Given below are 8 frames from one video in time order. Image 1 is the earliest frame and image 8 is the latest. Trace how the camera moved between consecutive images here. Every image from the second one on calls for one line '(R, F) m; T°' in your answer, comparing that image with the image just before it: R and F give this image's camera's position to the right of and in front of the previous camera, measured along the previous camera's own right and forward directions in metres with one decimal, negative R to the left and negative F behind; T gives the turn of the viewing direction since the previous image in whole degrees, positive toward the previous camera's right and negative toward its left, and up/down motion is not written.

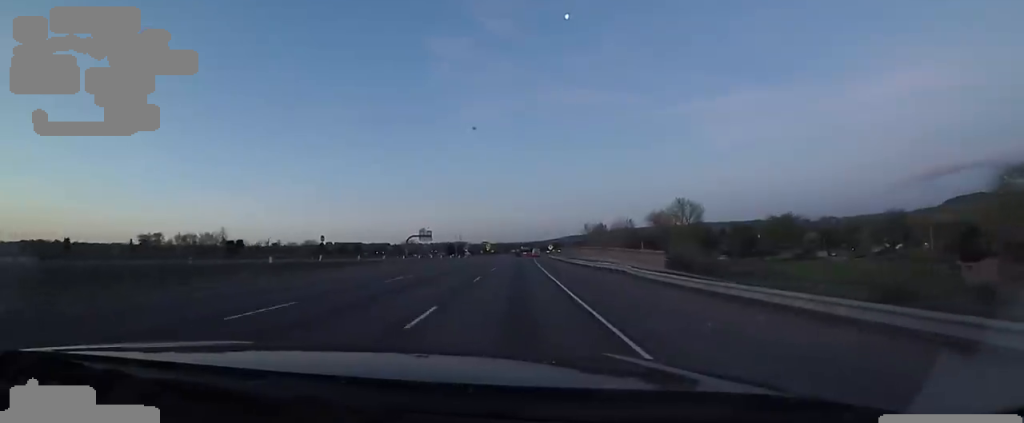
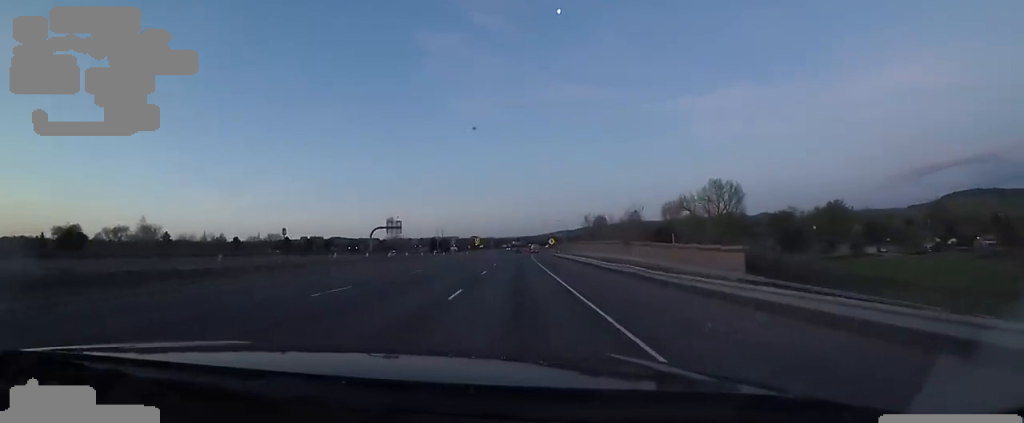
(+0.7, +33.2) m; +2°
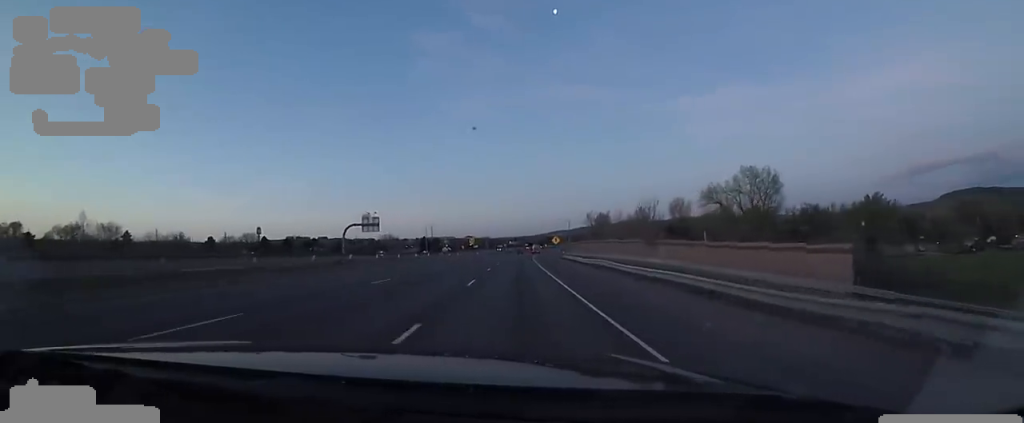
(+0.2, +19.4) m; +1°
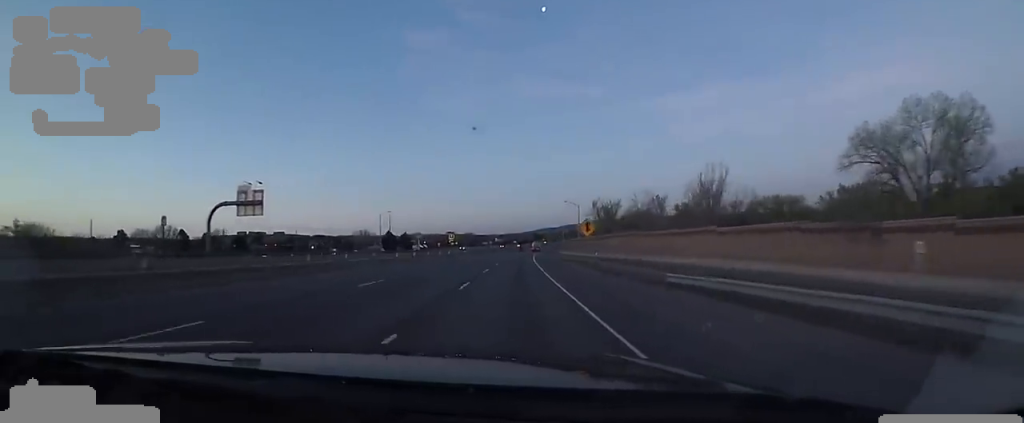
(+0.3, +50.2) m; 0°
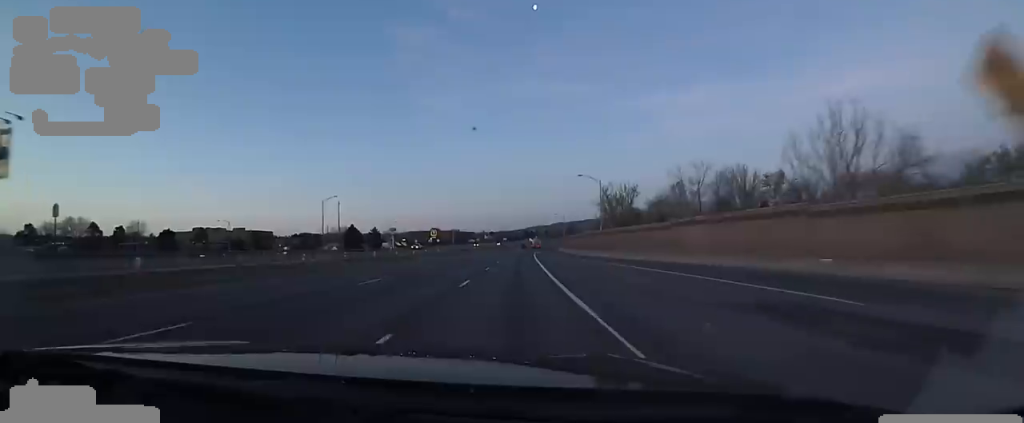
(-0.2, +37.3) m; 0°
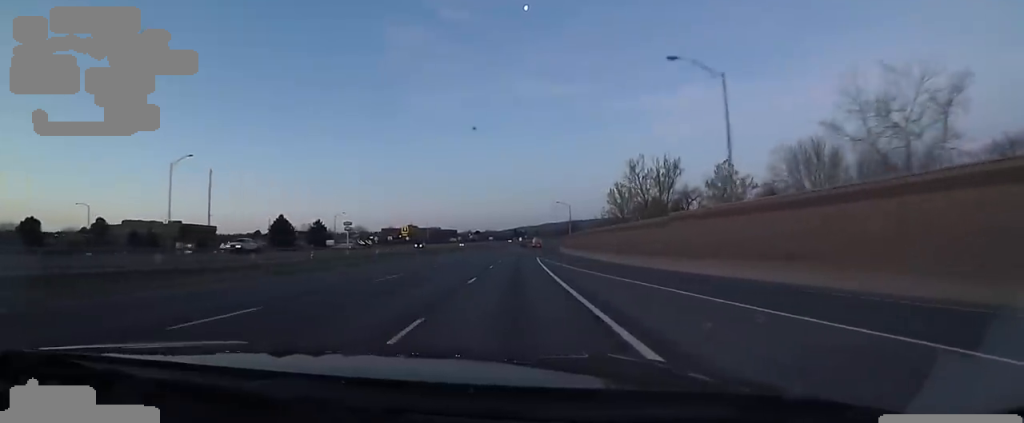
(+1.3, +46.9) m; +3°
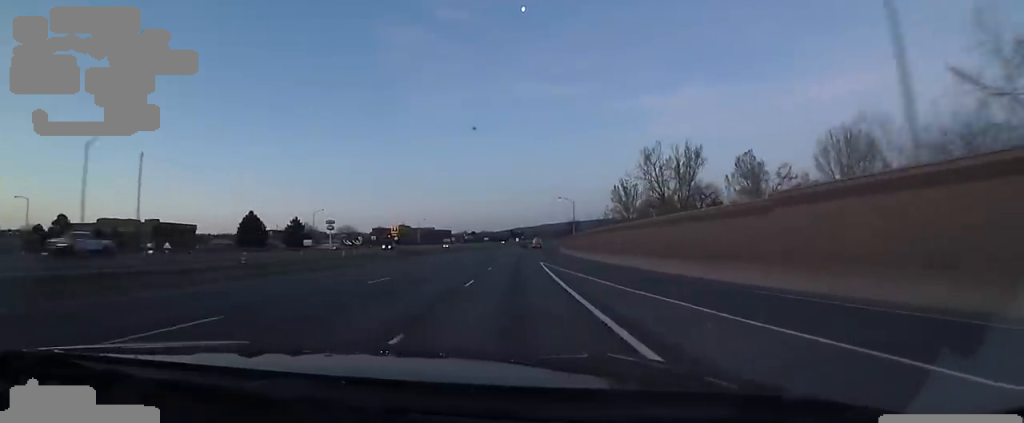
(+0.4, +13.9) m; +1°
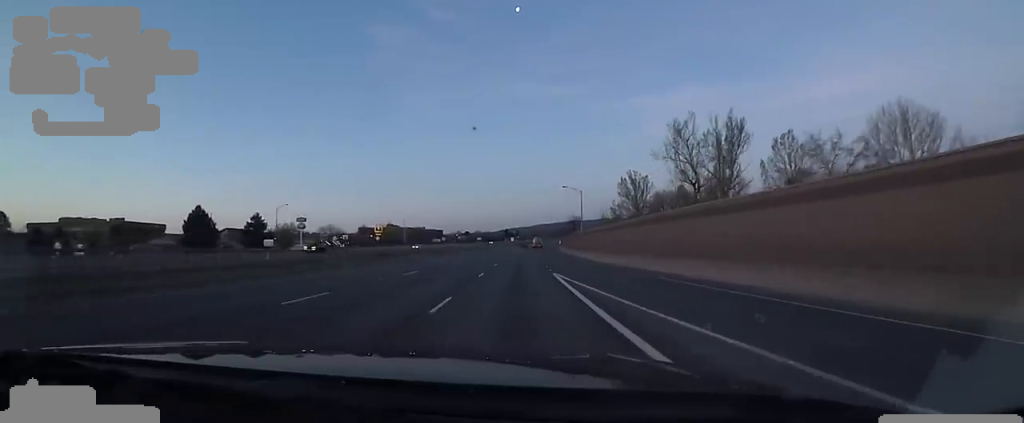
(-0.1, +19.2) m; +1°
